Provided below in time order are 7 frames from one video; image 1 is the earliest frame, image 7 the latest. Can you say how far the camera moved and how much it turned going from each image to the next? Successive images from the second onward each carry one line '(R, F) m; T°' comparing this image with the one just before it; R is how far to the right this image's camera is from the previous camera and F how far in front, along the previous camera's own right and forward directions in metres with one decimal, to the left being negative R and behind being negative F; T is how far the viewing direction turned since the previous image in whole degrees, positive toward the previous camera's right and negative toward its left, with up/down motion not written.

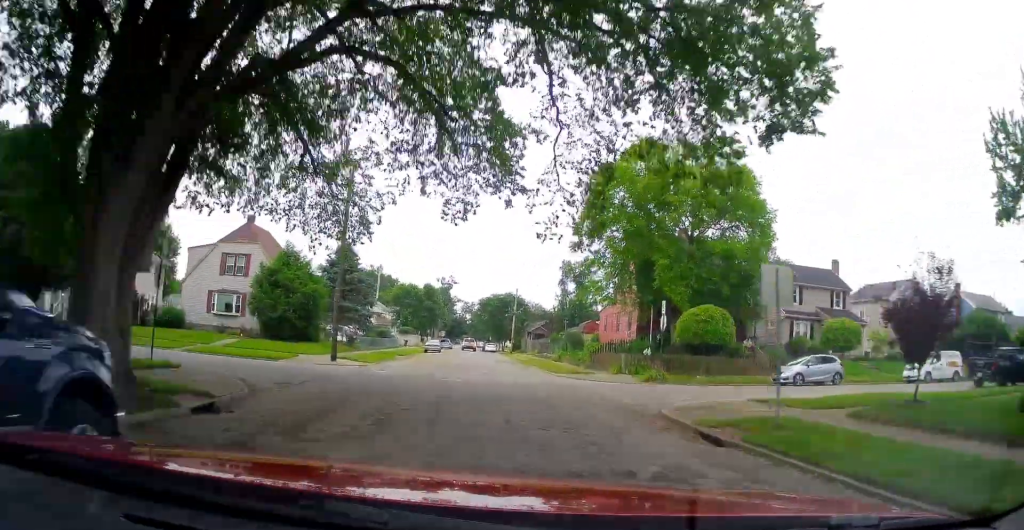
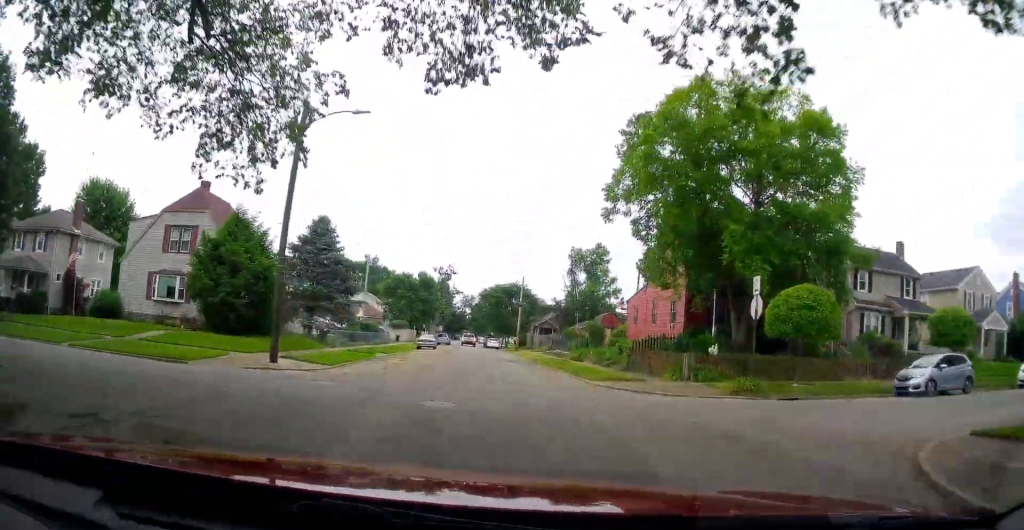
(0.0, +8.9) m; -3°
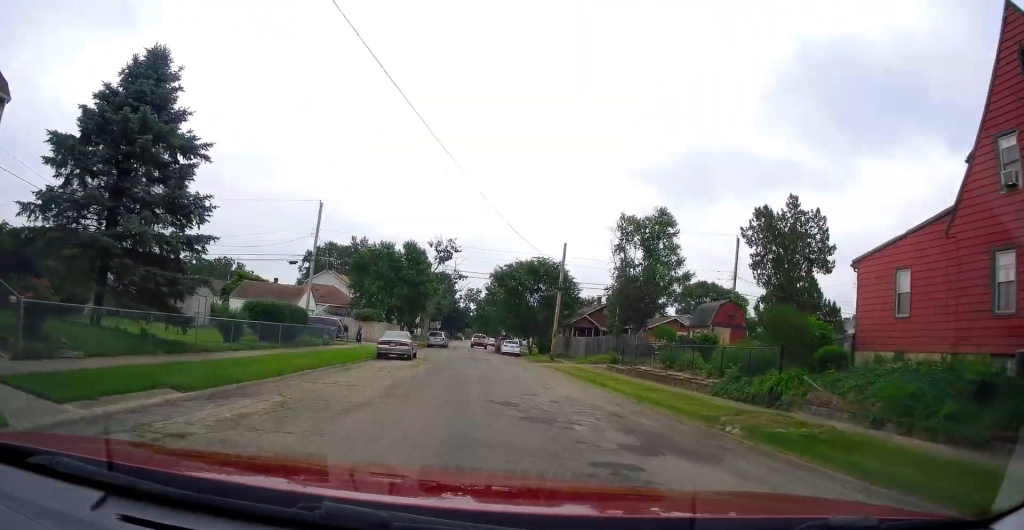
(+0.1, +26.3) m; +5°
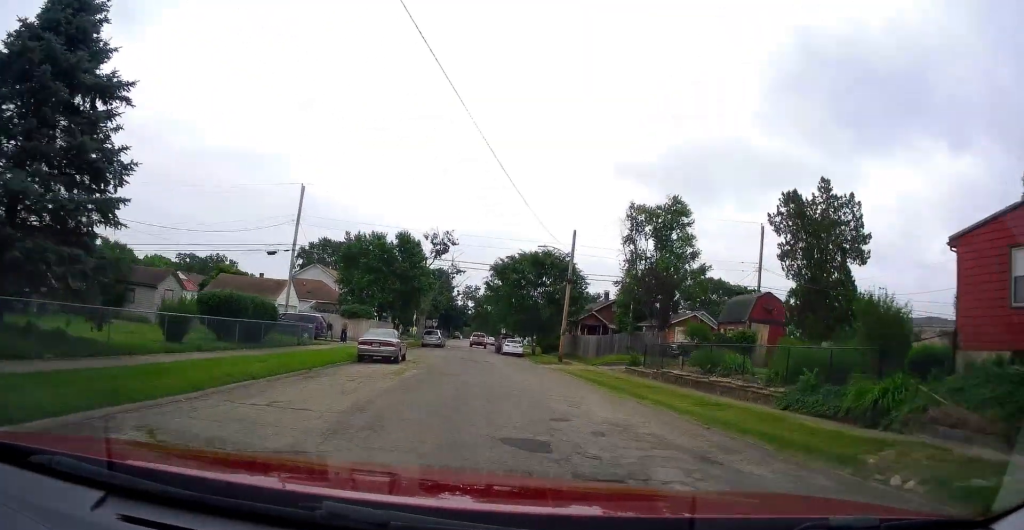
(0.0, +4.8) m; +1°
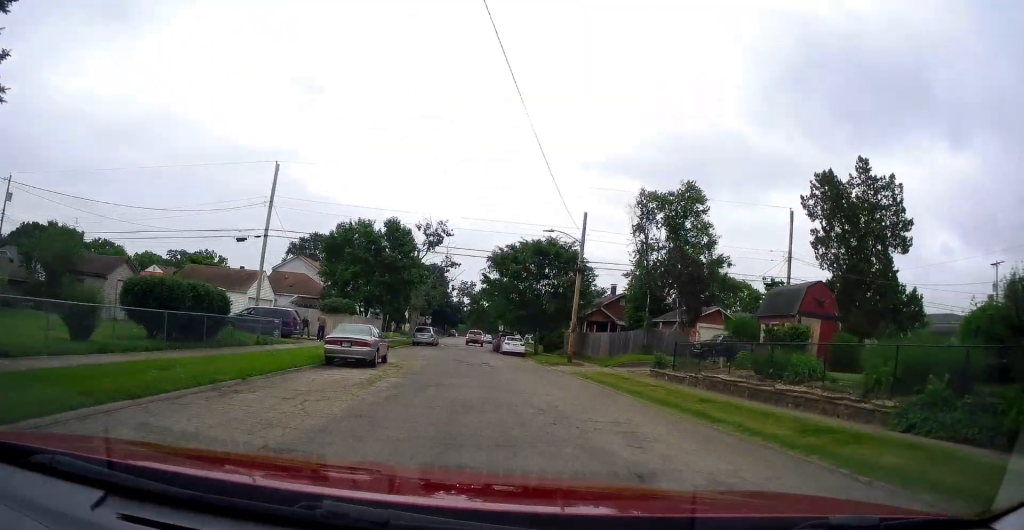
(+0.3, +5.1) m; 0°
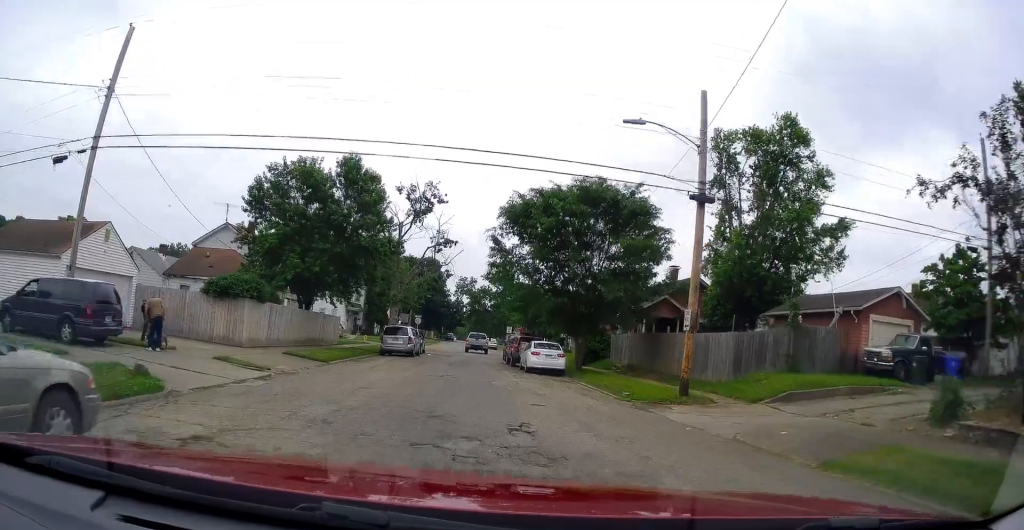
(-0.9, +18.5) m; -4°
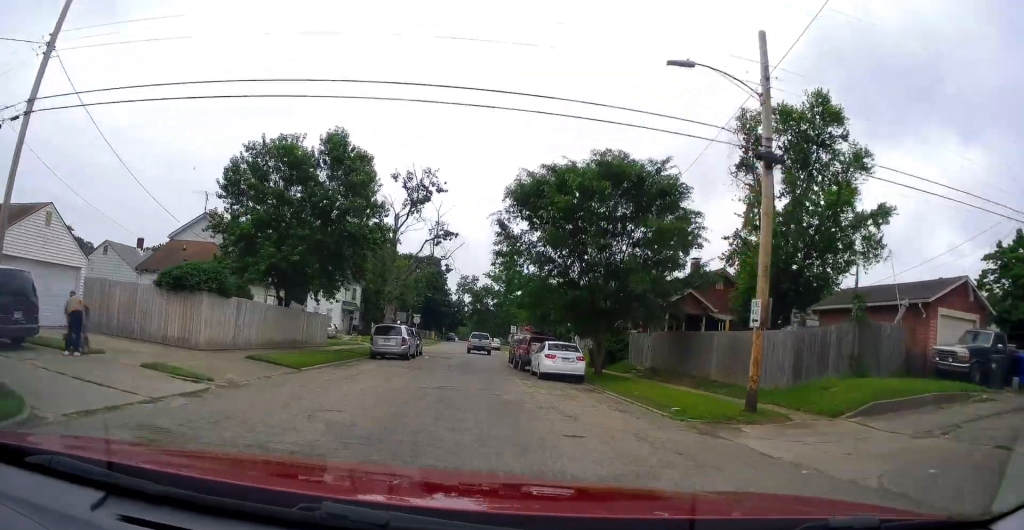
(0.0, +3.8) m; 0°
